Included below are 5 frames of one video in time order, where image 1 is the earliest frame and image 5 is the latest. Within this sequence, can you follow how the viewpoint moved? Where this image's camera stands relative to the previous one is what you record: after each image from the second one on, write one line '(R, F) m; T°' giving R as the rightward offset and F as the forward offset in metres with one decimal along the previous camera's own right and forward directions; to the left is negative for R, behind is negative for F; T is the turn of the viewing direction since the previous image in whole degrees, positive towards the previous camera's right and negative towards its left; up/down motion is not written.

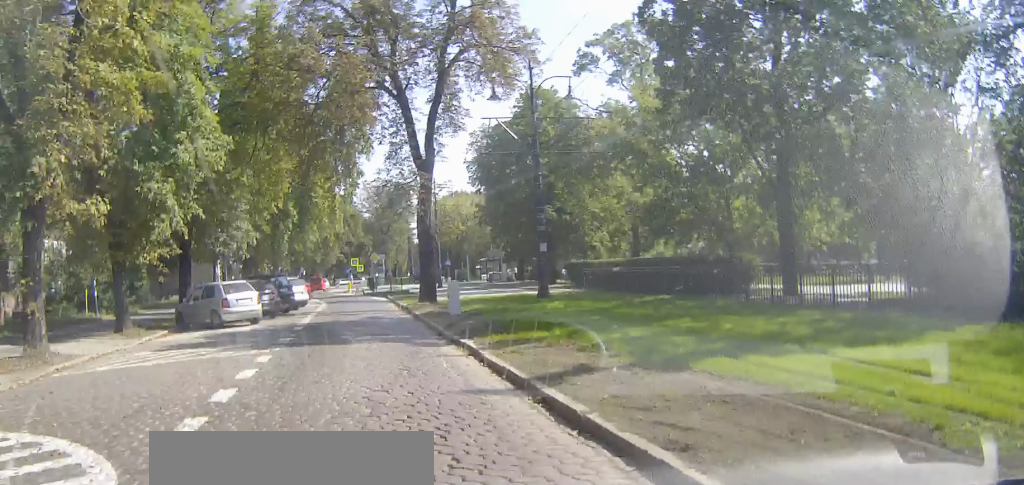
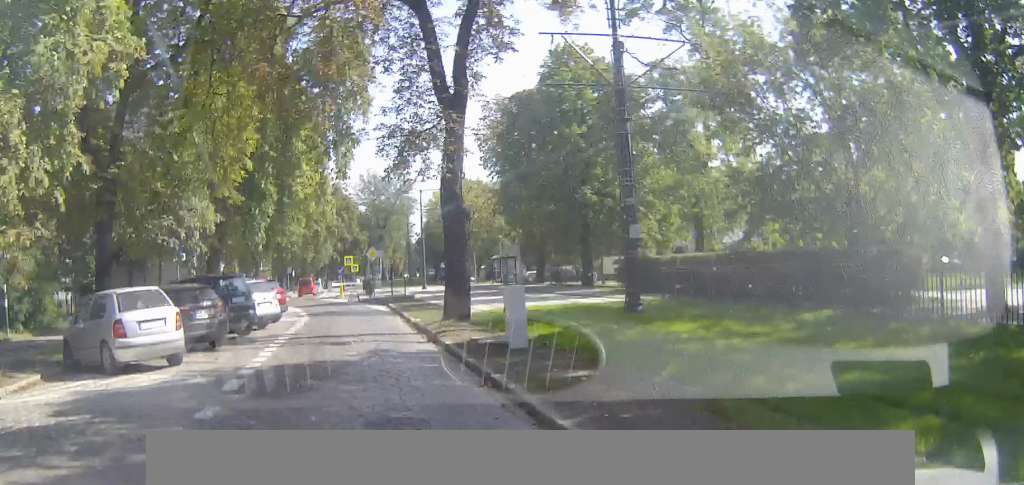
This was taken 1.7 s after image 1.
(0.0, +9.9) m; -1°
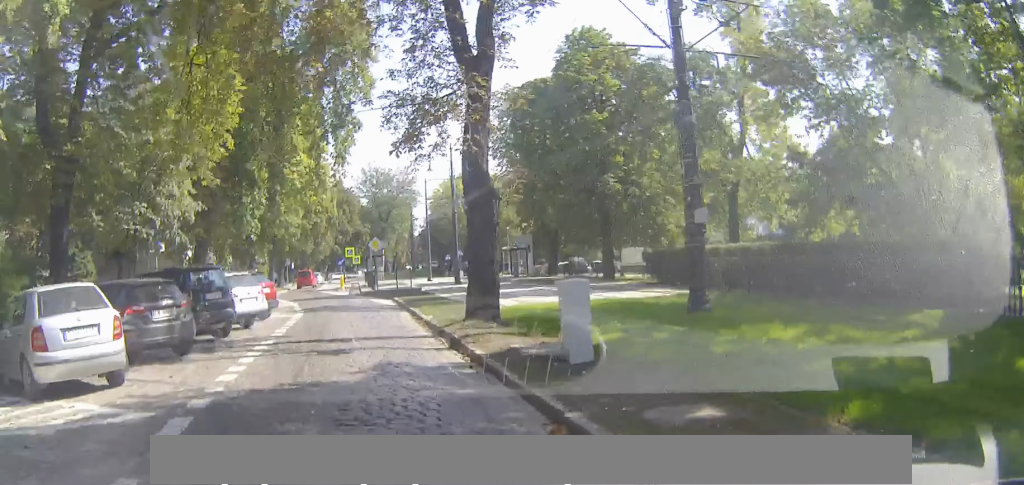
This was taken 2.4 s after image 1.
(-0.1, +3.6) m; -1°
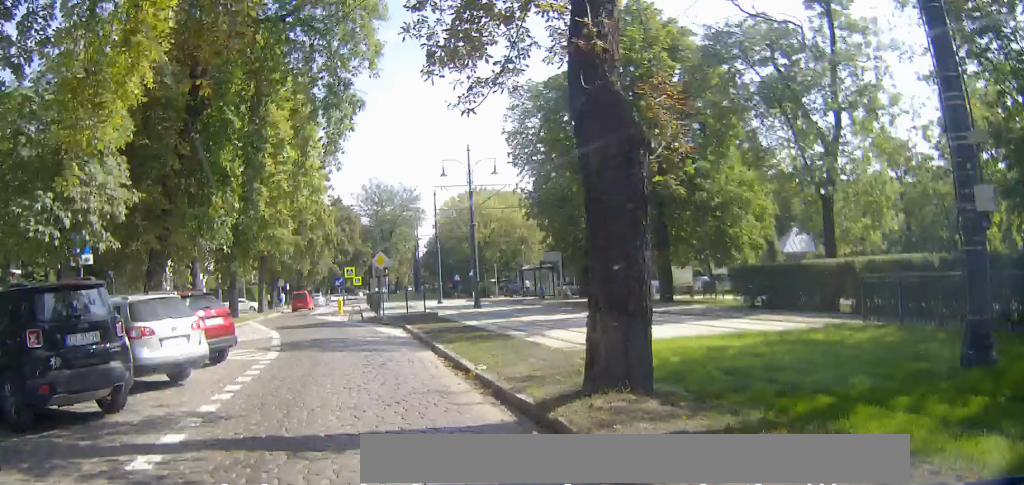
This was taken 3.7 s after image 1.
(-0.1, +7.8) m; -1°
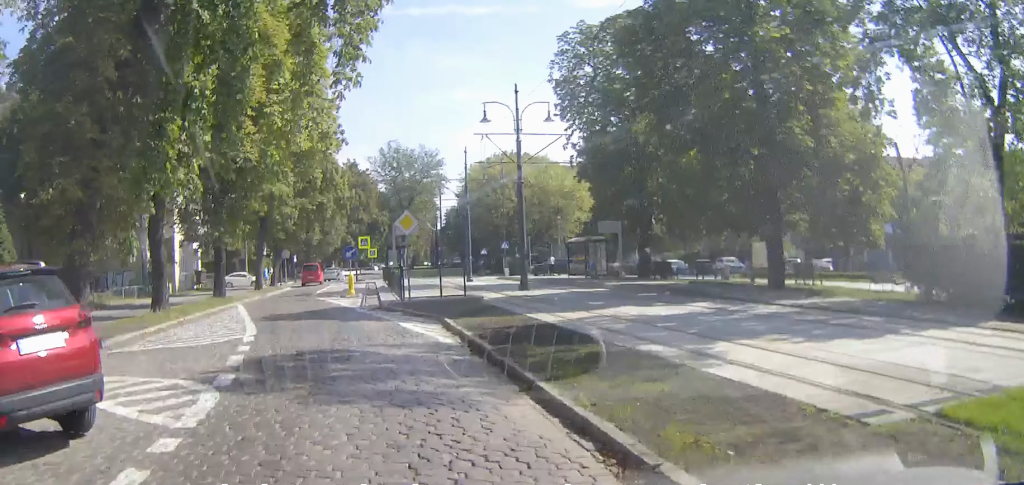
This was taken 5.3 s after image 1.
(0.0, +8.3) m; 0°
